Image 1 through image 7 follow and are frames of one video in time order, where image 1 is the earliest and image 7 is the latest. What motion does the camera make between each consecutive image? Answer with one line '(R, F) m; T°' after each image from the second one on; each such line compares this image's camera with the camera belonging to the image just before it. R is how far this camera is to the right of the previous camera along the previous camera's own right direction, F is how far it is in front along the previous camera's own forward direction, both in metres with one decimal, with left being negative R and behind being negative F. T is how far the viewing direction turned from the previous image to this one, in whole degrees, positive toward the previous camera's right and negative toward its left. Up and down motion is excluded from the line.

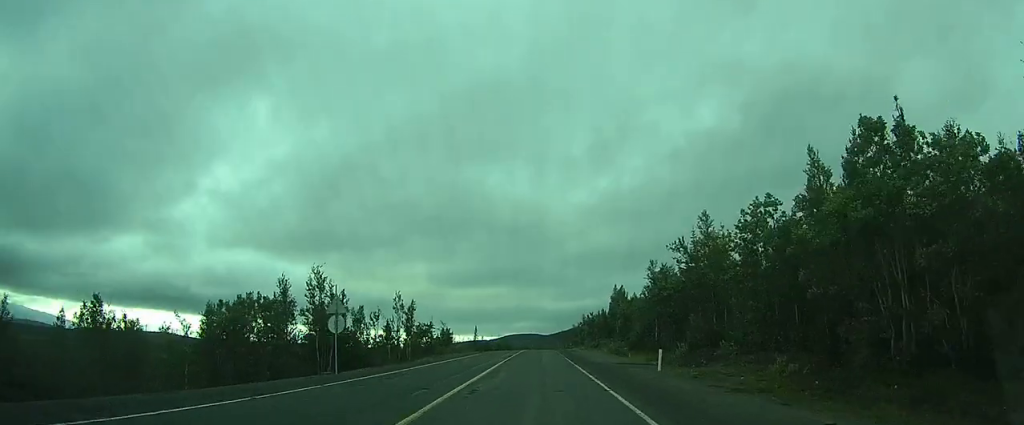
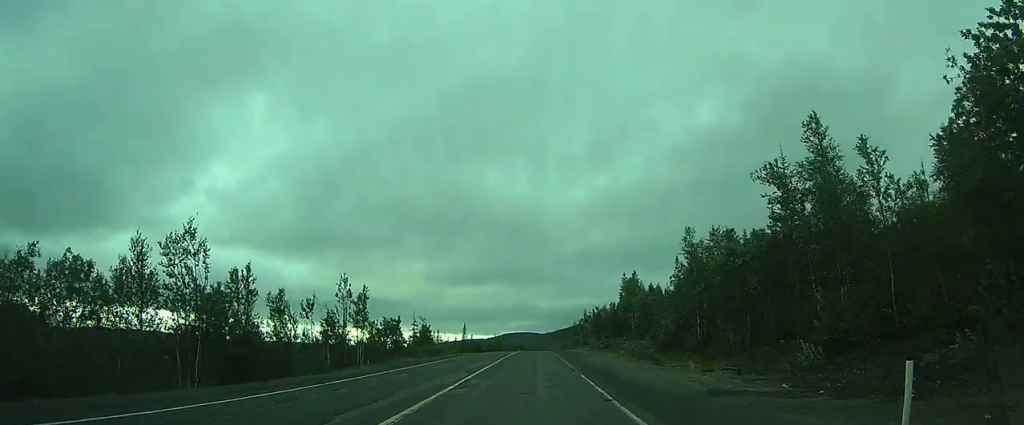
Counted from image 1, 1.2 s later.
(+0.1, +15.8) m; +1°
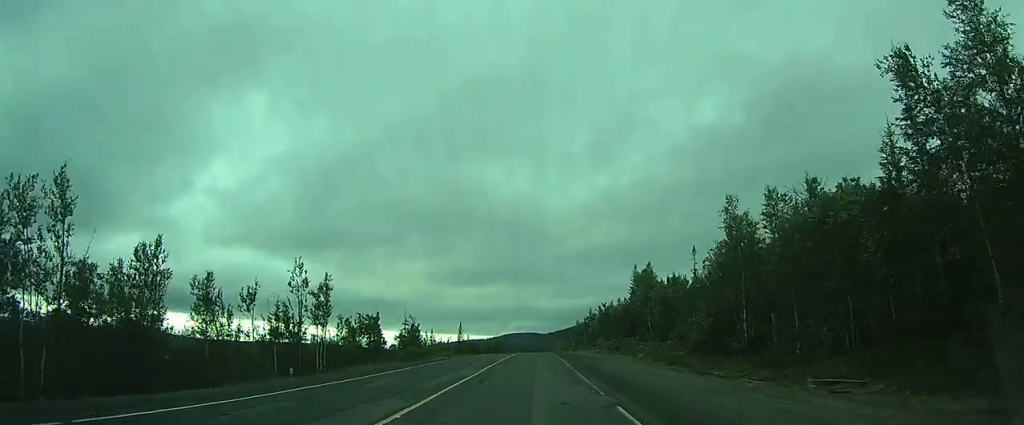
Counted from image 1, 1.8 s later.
(+0.1, +8.7) m; +1°
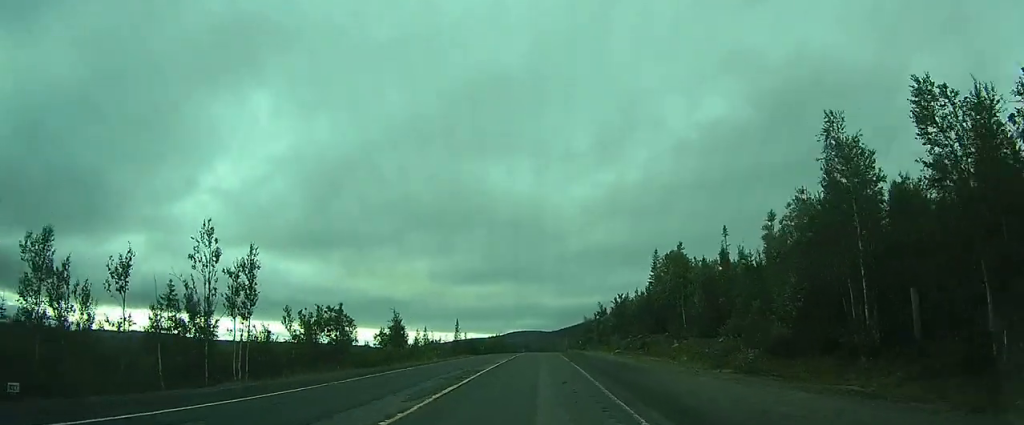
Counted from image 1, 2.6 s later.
(+0.1, +11.3) m; 0°
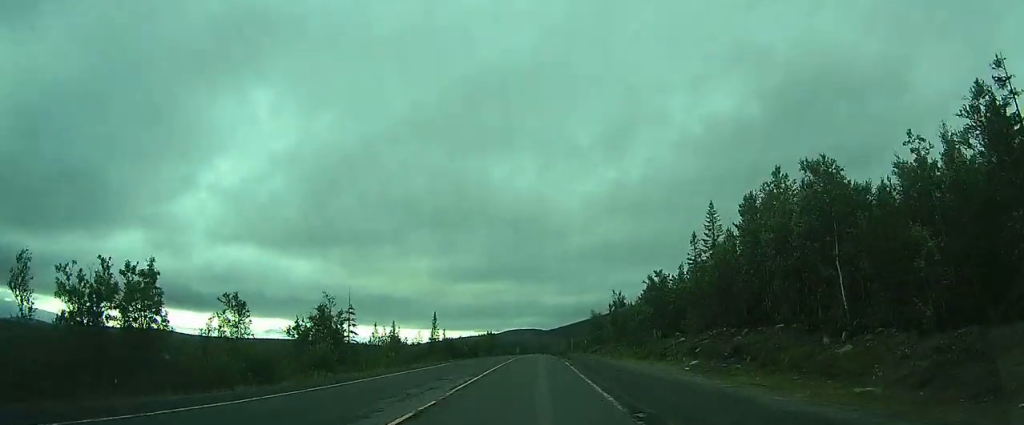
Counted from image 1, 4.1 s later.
(-0.1, +22.5) m; 0°
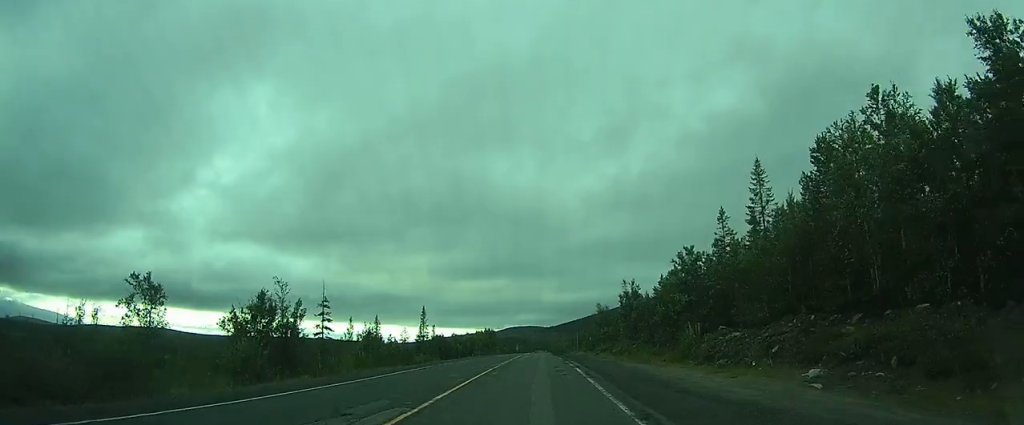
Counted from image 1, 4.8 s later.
(0.0, +9.6) m; 0°
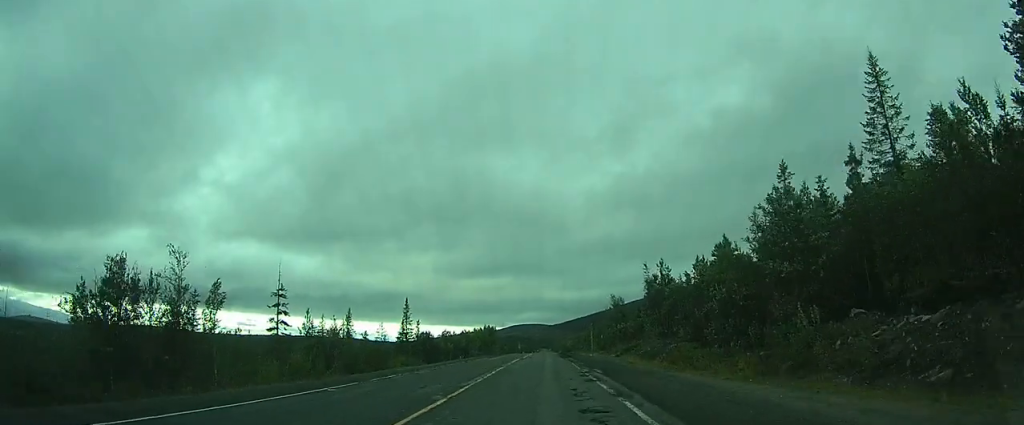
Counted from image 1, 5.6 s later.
(0.0, +13.1) m; 0°
